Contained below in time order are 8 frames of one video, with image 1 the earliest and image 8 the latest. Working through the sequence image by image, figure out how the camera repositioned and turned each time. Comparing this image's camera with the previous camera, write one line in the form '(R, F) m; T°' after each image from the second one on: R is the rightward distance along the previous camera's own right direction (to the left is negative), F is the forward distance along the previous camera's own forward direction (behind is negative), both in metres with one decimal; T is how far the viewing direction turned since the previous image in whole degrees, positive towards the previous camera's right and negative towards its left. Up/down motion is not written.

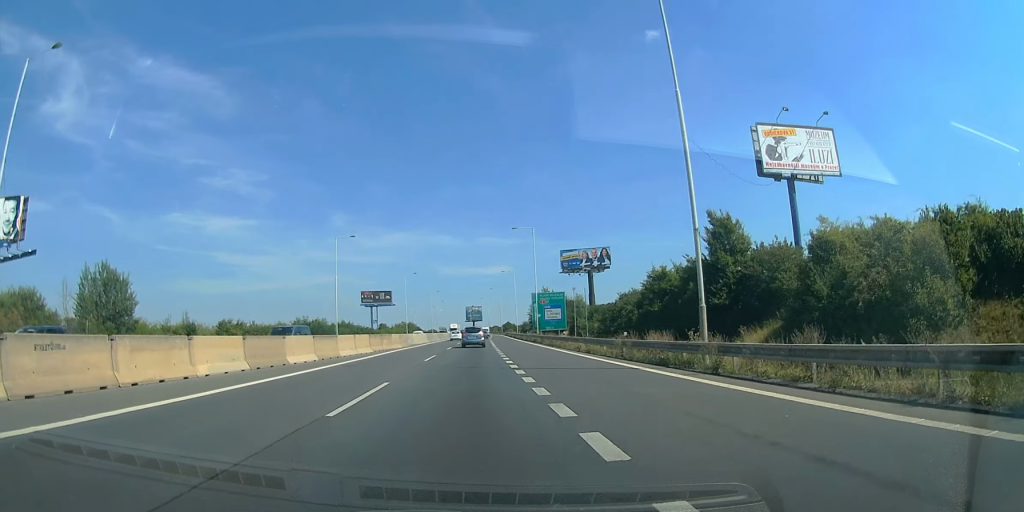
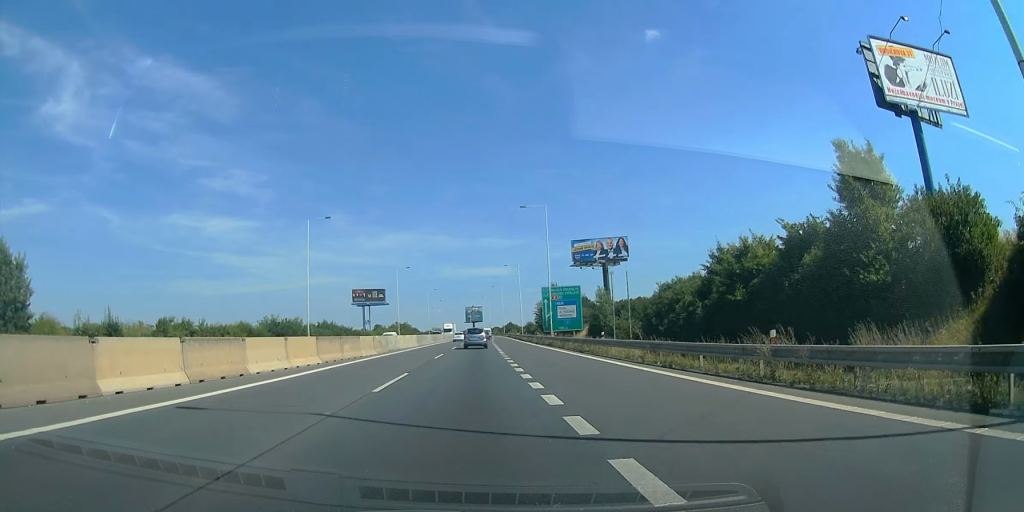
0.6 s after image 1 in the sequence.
(+0.1, +13.4) m; -1°
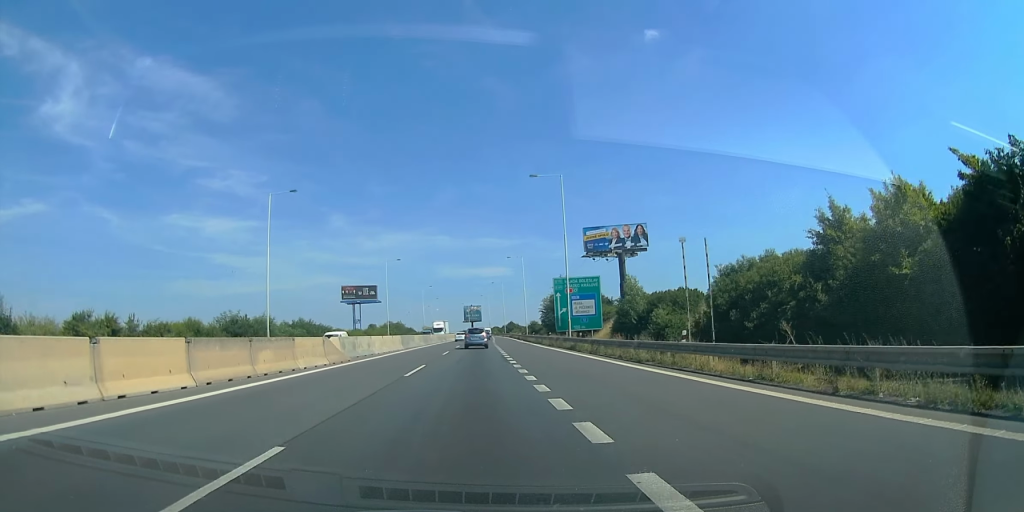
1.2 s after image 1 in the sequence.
(-0.3, +12.4) m; -1°
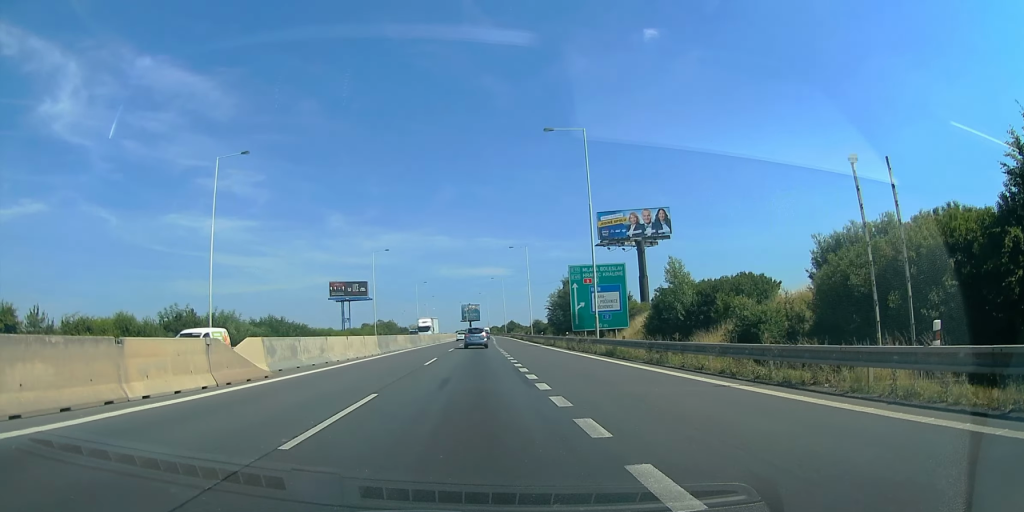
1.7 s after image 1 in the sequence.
(-0.3, +11.5) m; 0°
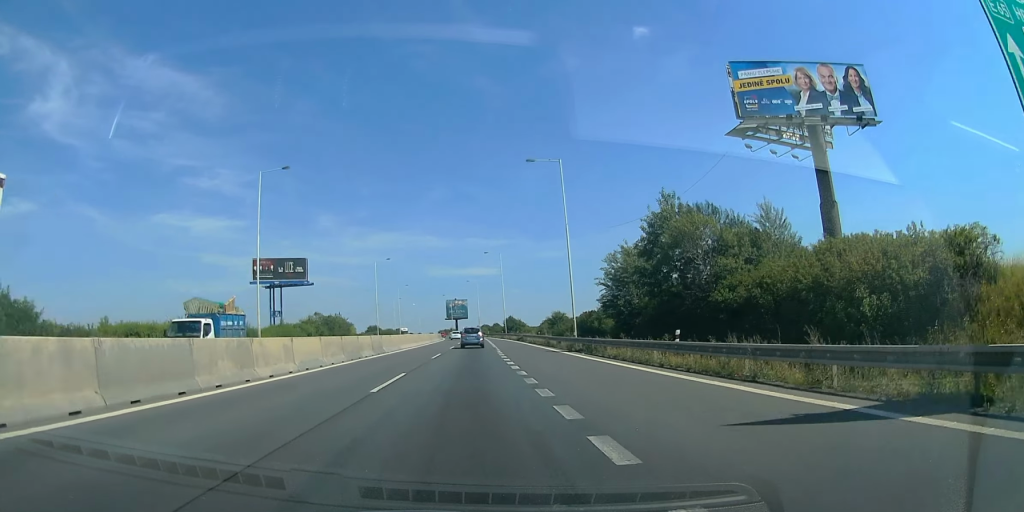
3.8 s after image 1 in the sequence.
(+0.8, +46.5) m; +1°
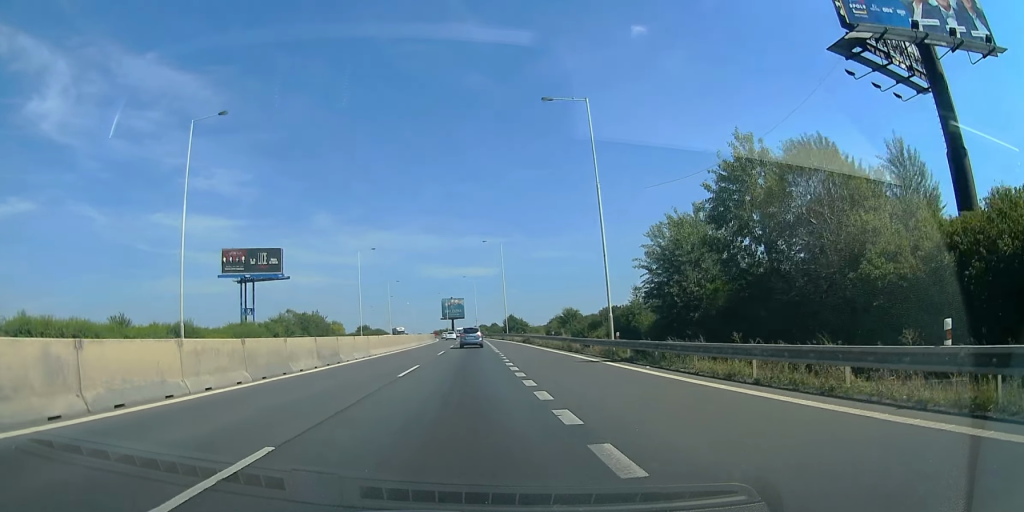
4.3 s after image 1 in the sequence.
(0.0, +12.4) m; 0°
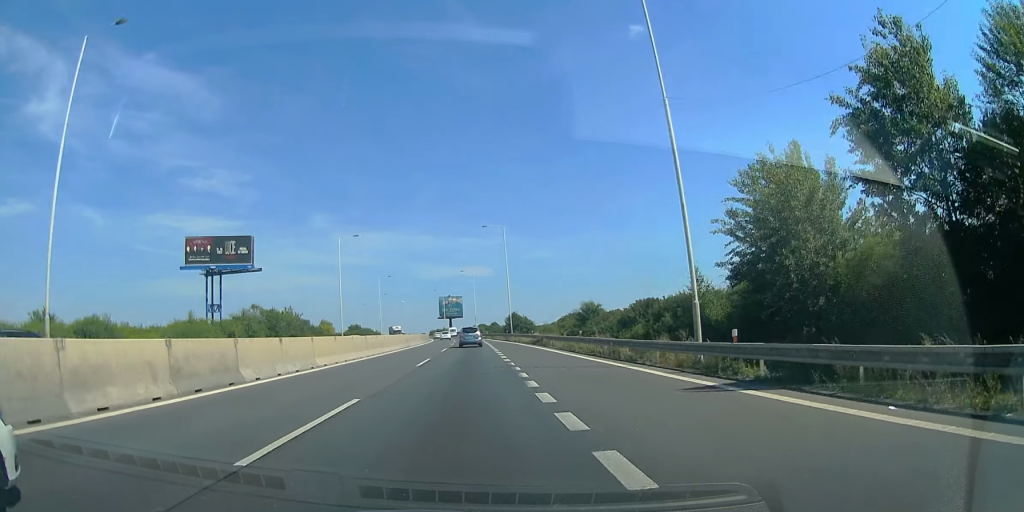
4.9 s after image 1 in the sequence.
(0.0, +12.4) m; 0°
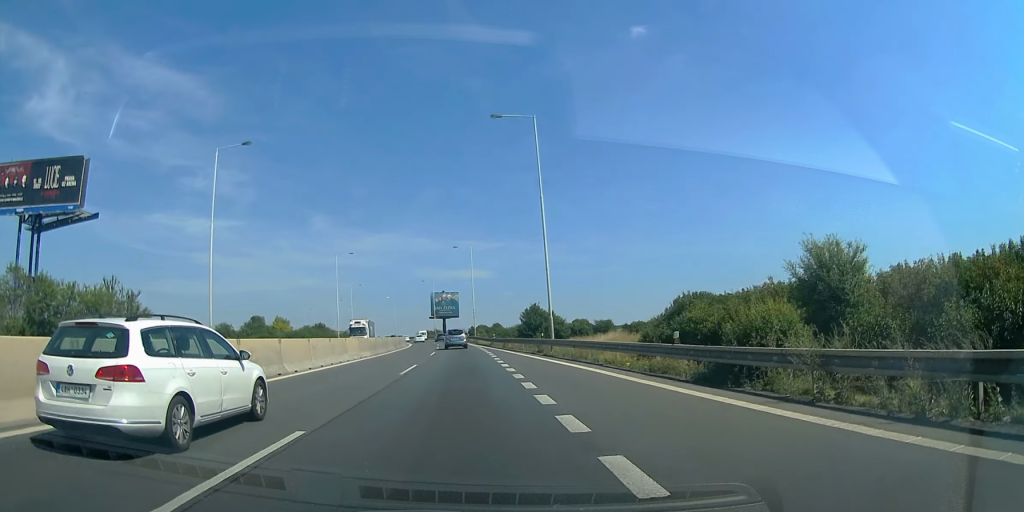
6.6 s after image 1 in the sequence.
(0.0, +39.1) m; 0°
